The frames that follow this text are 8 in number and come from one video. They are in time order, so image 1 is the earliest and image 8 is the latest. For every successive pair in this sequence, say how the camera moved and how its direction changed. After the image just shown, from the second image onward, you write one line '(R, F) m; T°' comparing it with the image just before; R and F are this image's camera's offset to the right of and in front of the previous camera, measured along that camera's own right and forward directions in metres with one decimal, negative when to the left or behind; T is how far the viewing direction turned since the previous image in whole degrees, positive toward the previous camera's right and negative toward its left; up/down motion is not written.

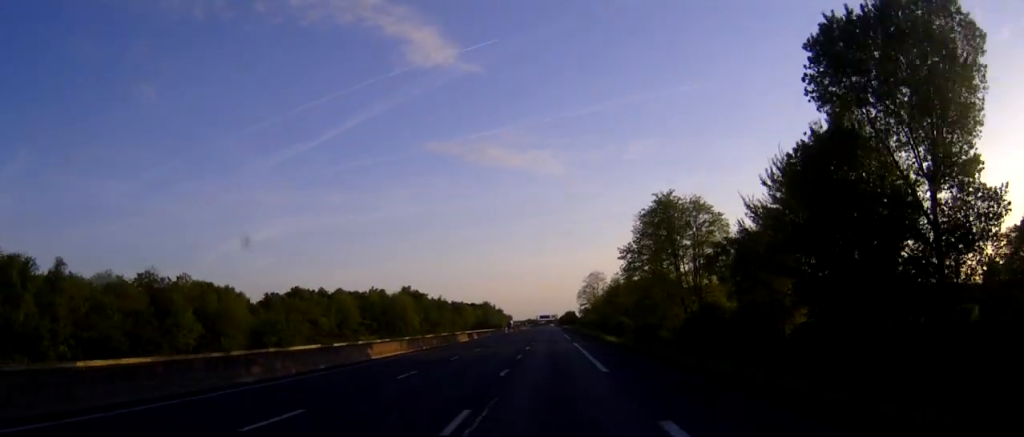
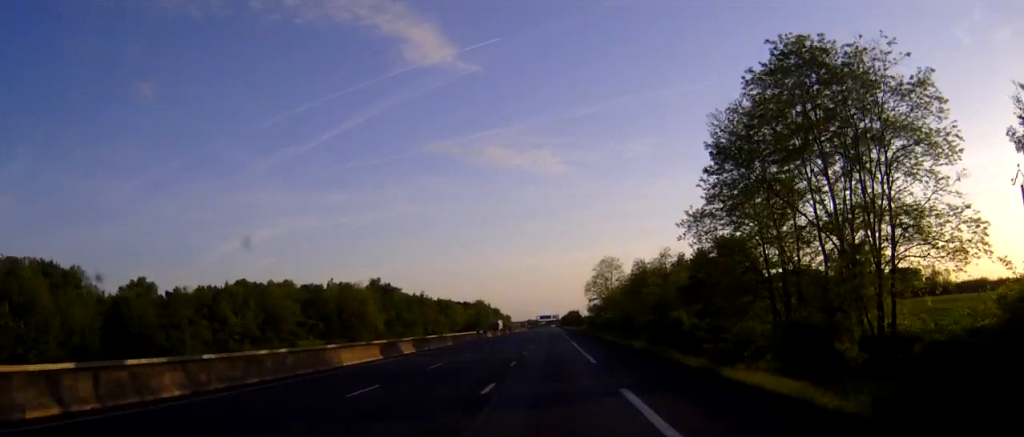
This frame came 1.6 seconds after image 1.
(-0.1, +45.7) m; 0°
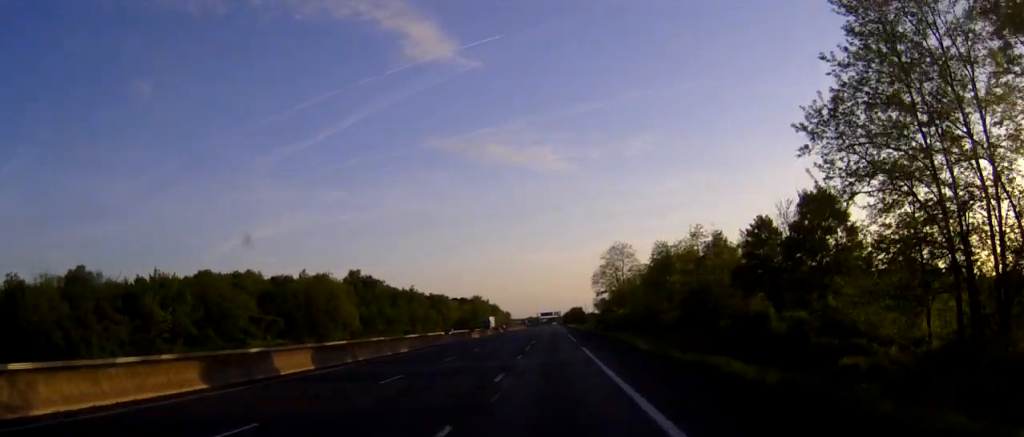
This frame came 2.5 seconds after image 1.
(0.0, +23.3) m; 0°
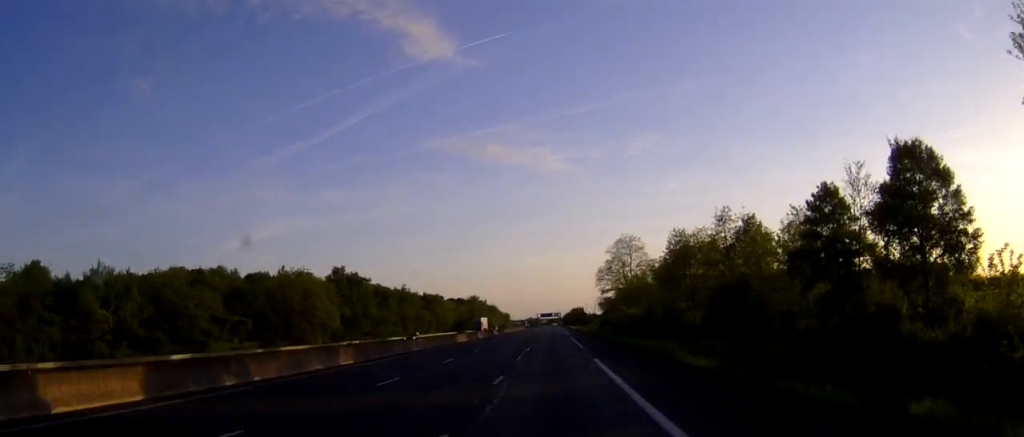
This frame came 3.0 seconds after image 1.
(0.0, +14.0) m; 0°
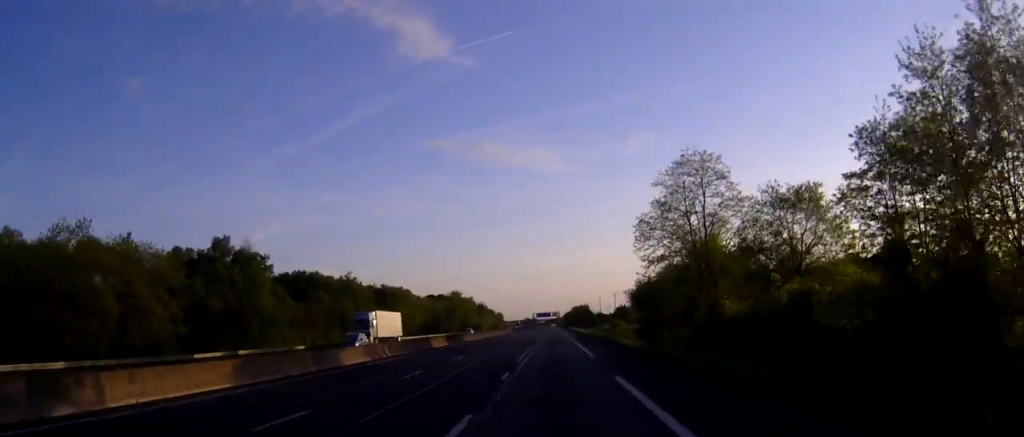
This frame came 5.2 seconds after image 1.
(-0.1, +62.4) m; 0°
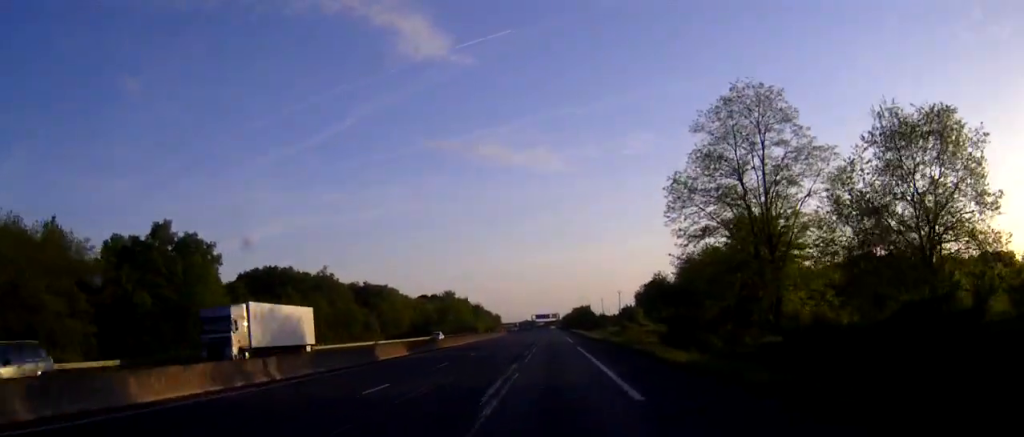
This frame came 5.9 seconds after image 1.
(0.0, +18.6) m; 0°
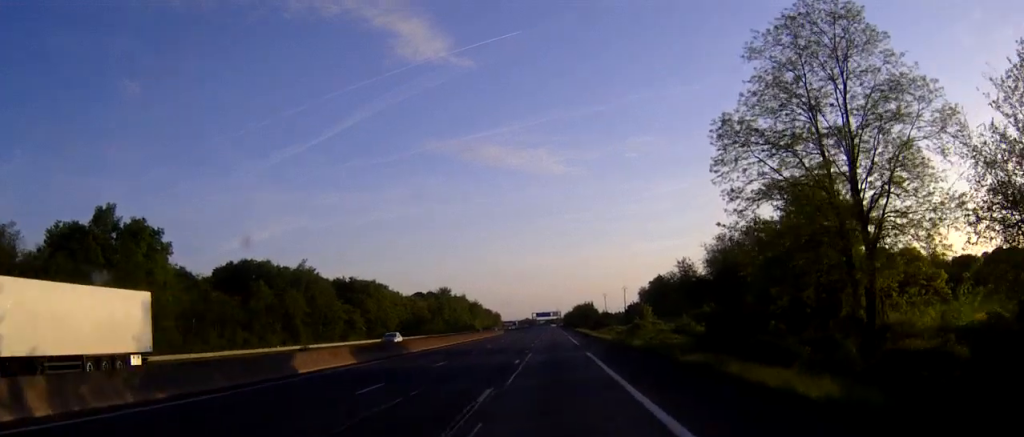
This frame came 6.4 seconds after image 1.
(0.0, +14.0) m; 0°
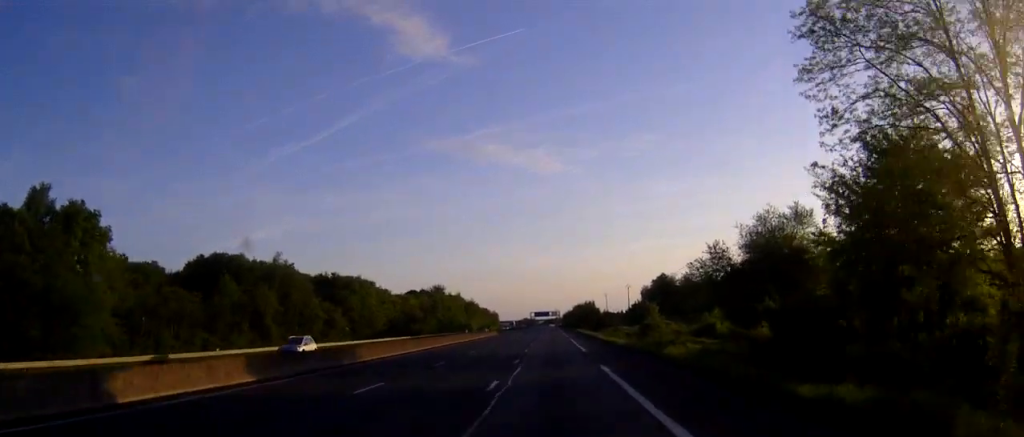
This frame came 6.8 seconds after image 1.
(0.0, +13.1) m; 0°
